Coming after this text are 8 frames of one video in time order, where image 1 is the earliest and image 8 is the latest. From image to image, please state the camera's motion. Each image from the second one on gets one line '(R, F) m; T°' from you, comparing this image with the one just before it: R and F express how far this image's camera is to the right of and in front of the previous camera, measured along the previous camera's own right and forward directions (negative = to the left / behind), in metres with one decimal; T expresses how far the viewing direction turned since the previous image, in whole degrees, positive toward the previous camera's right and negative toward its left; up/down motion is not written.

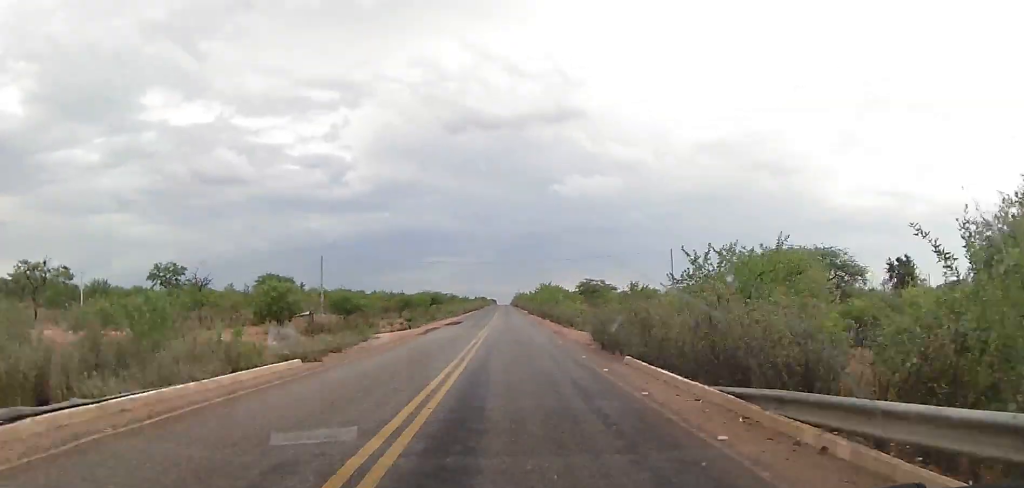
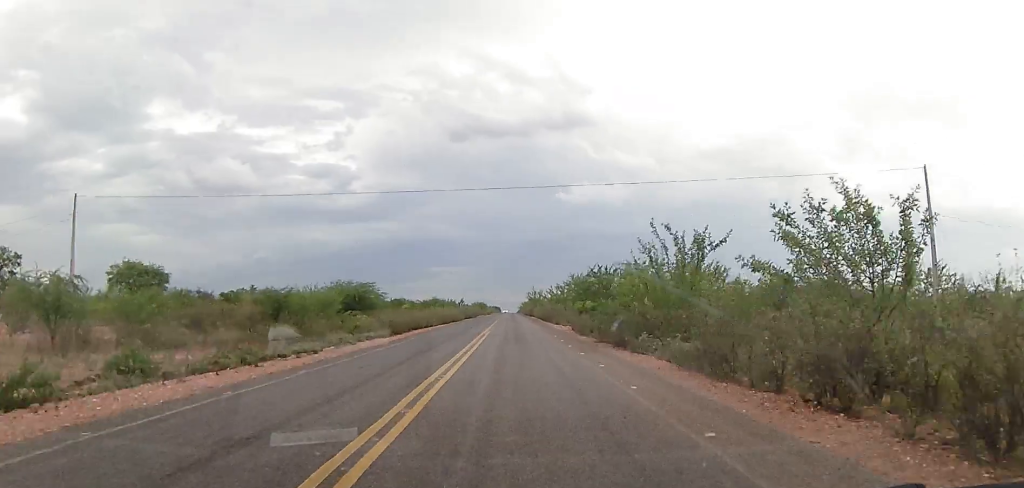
(+0.1, +67.7) m; -1°
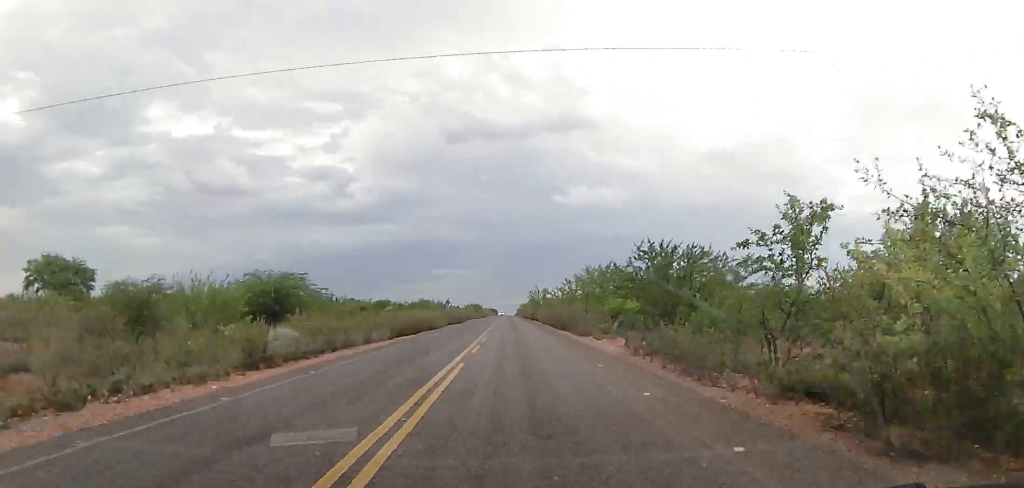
(-0.4, +20.1) m; 0°
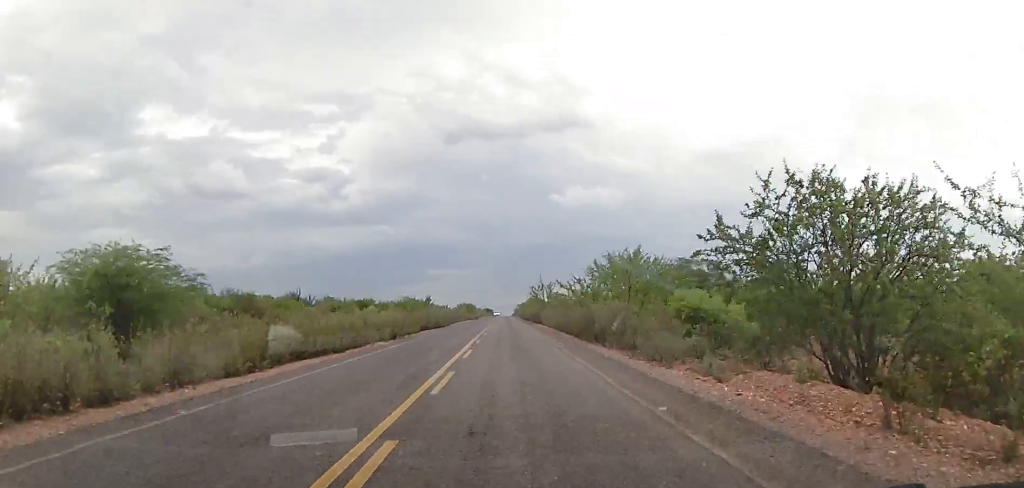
(+0.1, +17.5) m; 0°
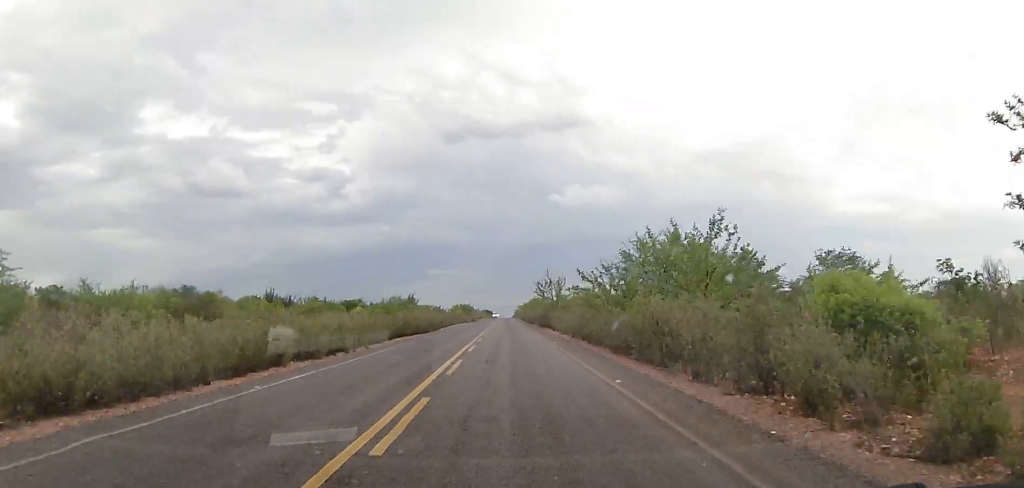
(+0.2, +12.0) m; 0°
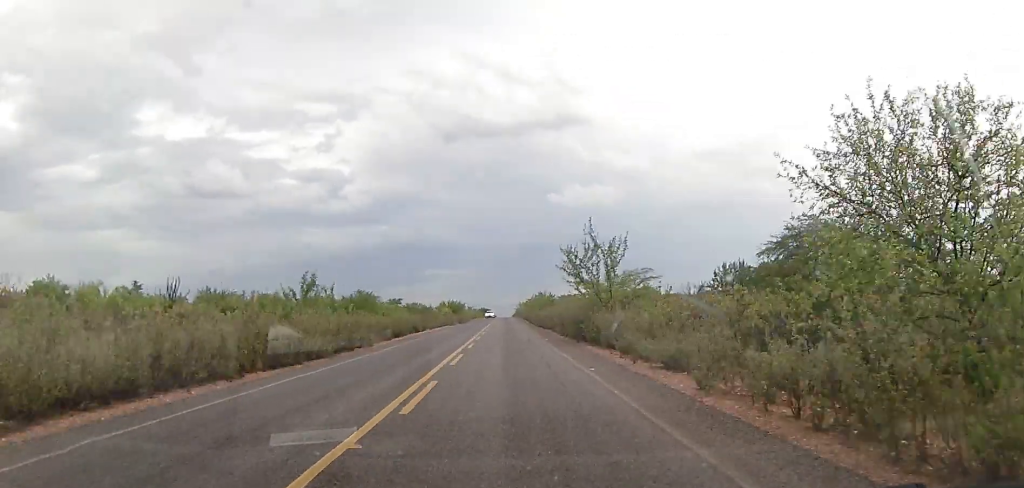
(0.0, +28.1) m; 0°
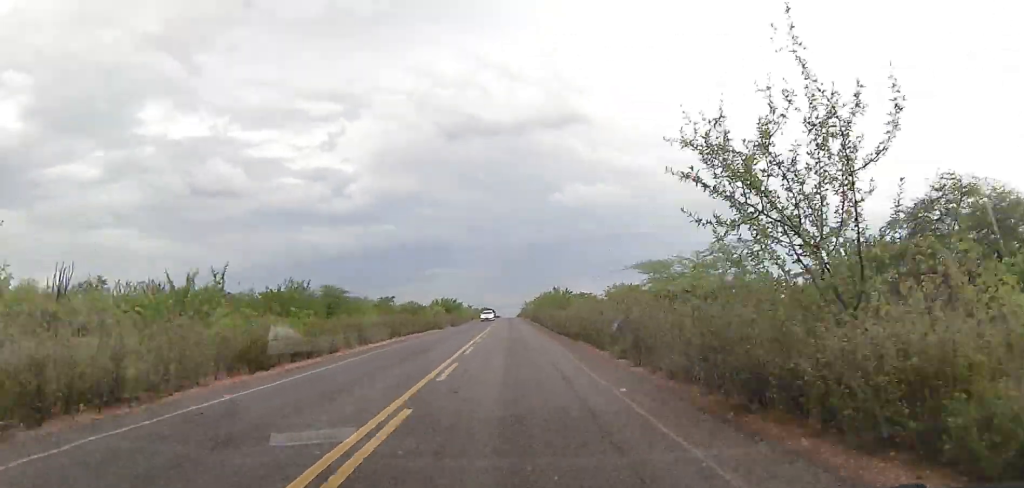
(-0.1, +19.1) m; 0°
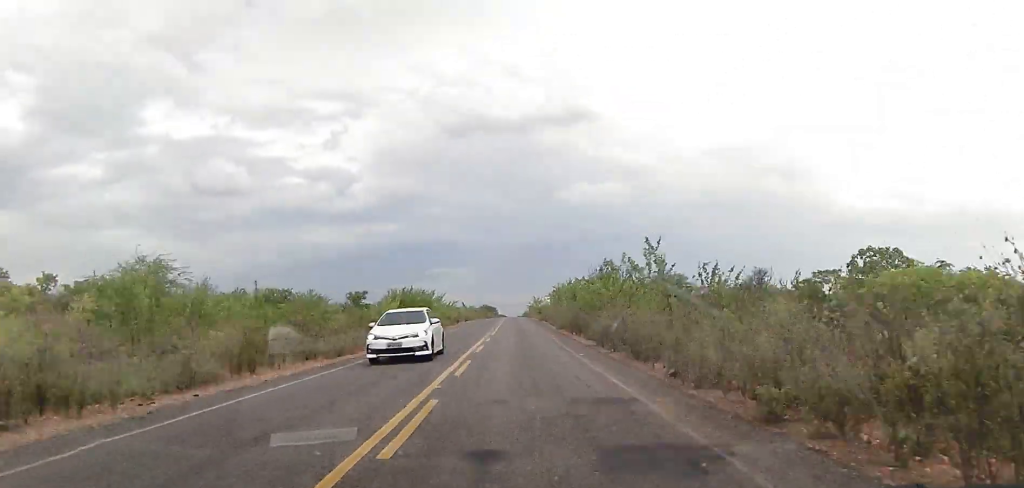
(0.0, +37.5) m; 0°
